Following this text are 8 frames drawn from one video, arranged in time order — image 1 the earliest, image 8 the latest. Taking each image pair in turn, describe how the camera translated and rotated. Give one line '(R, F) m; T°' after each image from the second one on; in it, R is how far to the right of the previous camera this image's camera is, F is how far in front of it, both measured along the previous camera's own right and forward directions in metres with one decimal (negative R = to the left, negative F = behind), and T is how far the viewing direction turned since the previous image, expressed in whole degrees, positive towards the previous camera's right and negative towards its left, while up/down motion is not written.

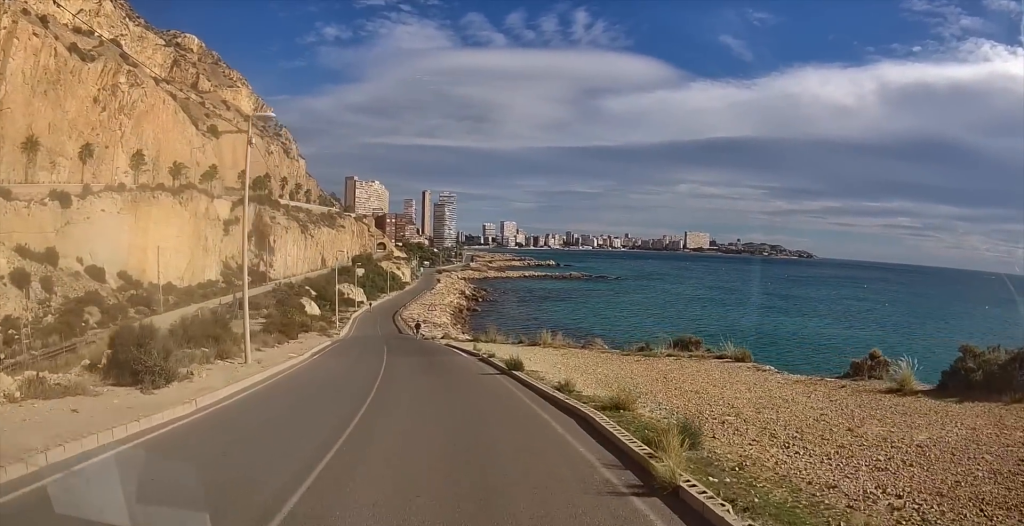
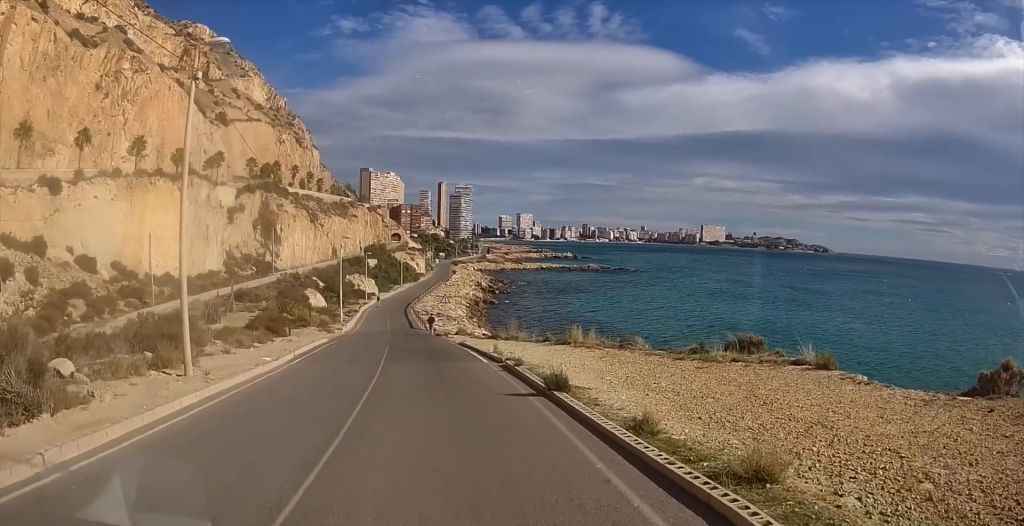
(+0.1, +5.5) m; +1°
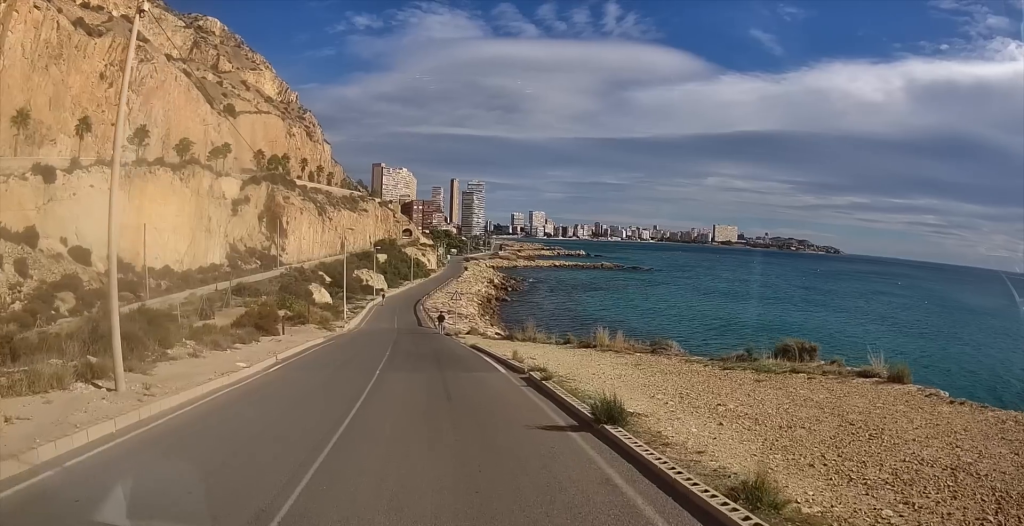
(+0.1, +3.7) m; 0°
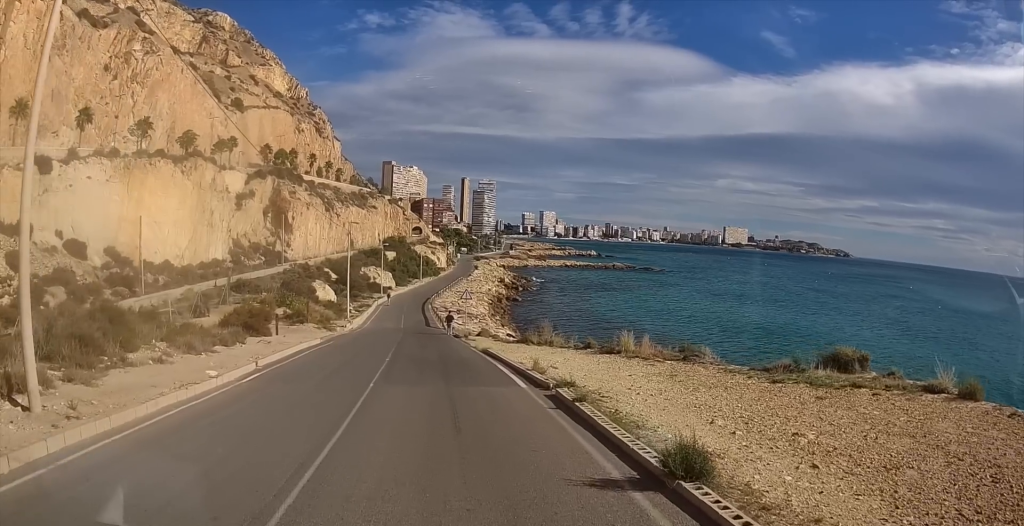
(0.0, +2.7) m; -2°
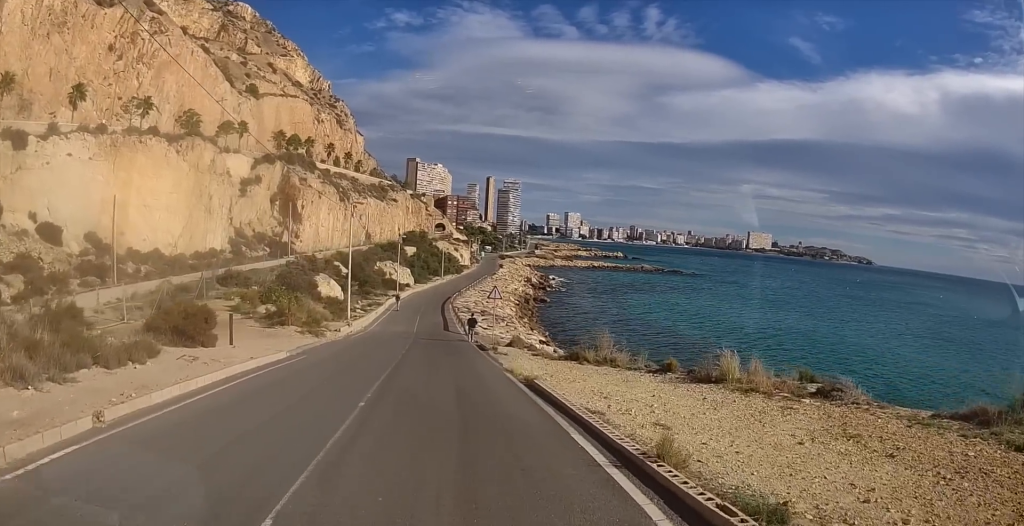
(-0.7, +8.8) m; -4°
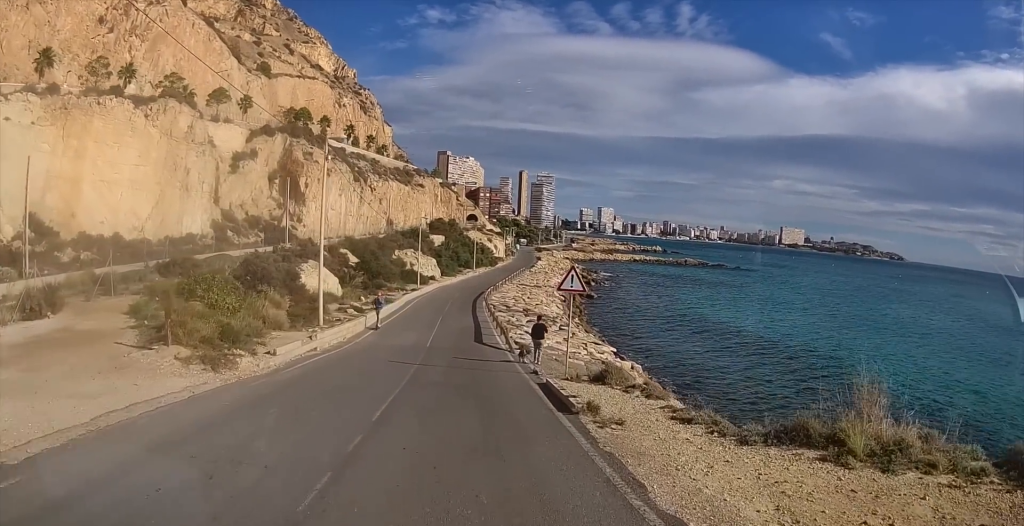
(-0.1, +14.6) m; -1°
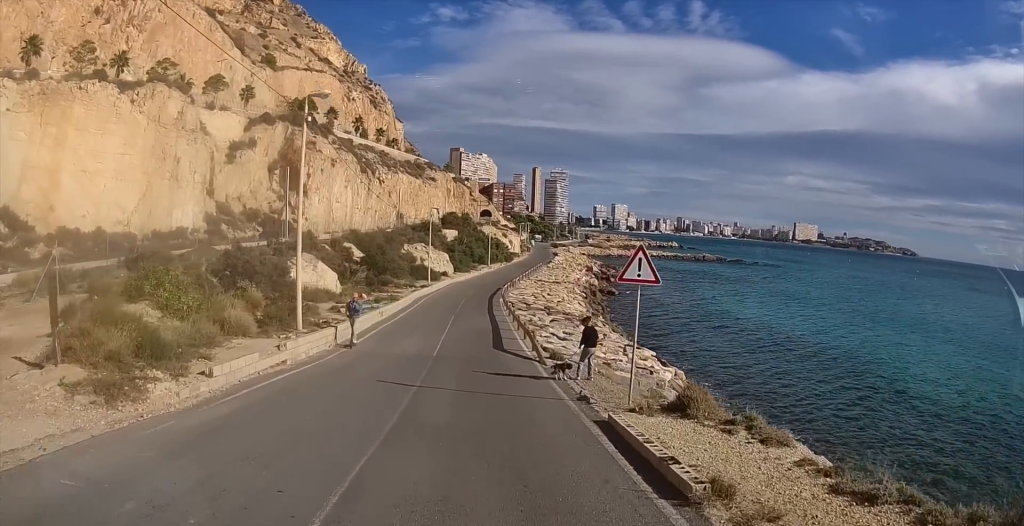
(+0.1, +4.8) m; -2°
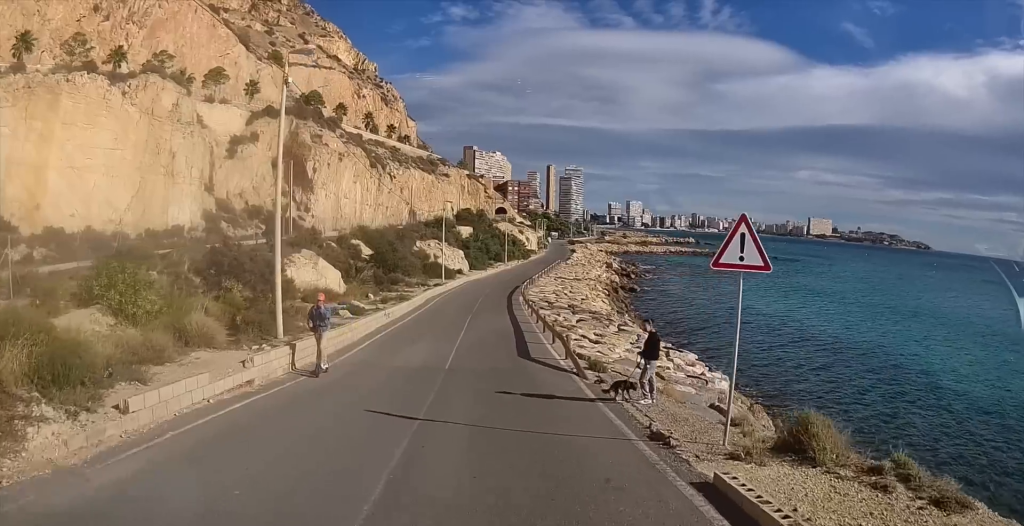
(0.0, +3.1) m; -4°
